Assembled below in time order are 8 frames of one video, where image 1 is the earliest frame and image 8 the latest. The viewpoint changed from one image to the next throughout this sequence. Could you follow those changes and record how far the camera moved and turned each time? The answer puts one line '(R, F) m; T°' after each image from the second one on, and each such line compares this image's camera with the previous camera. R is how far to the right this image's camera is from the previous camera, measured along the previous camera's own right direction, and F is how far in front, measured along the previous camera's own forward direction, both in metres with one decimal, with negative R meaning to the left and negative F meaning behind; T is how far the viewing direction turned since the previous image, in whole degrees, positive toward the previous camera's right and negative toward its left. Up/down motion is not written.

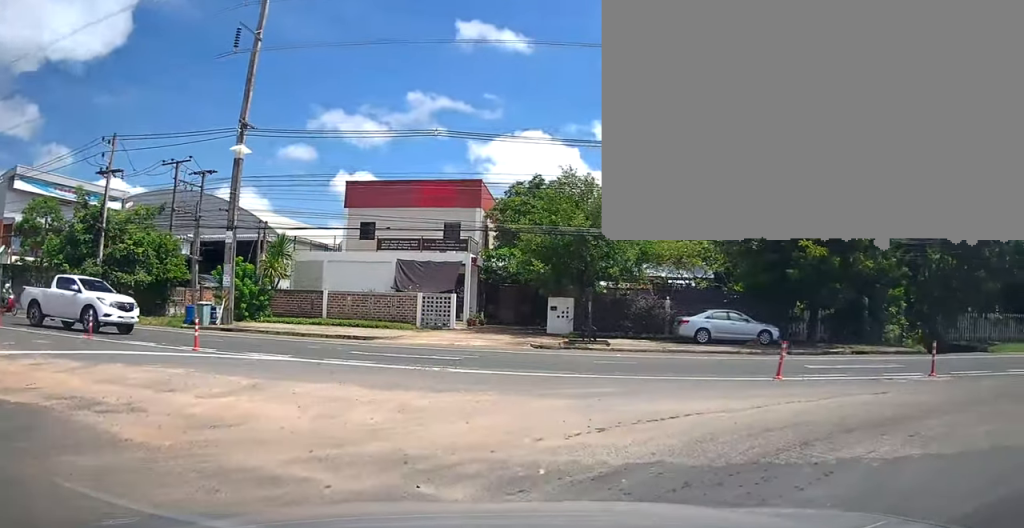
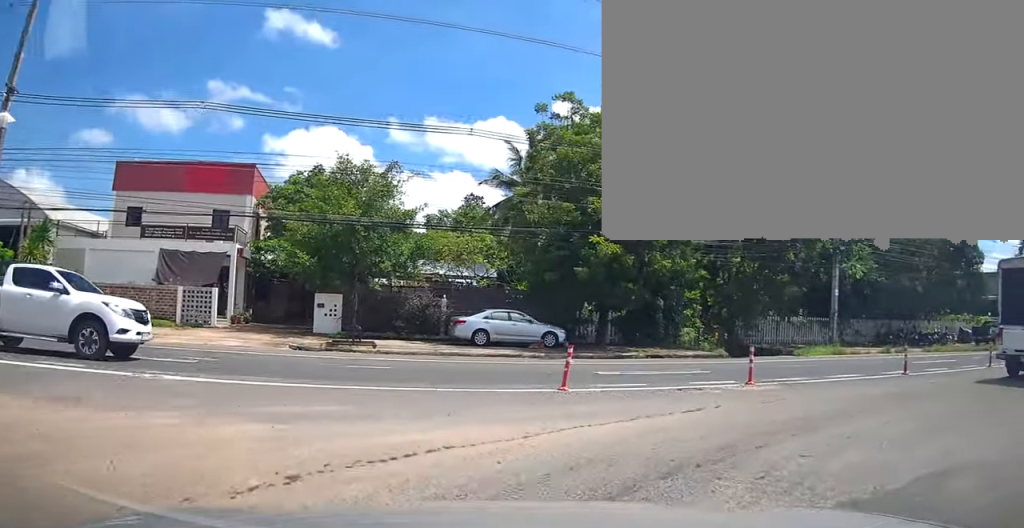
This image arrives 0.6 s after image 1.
(+0.5, +1.7) m; +24°
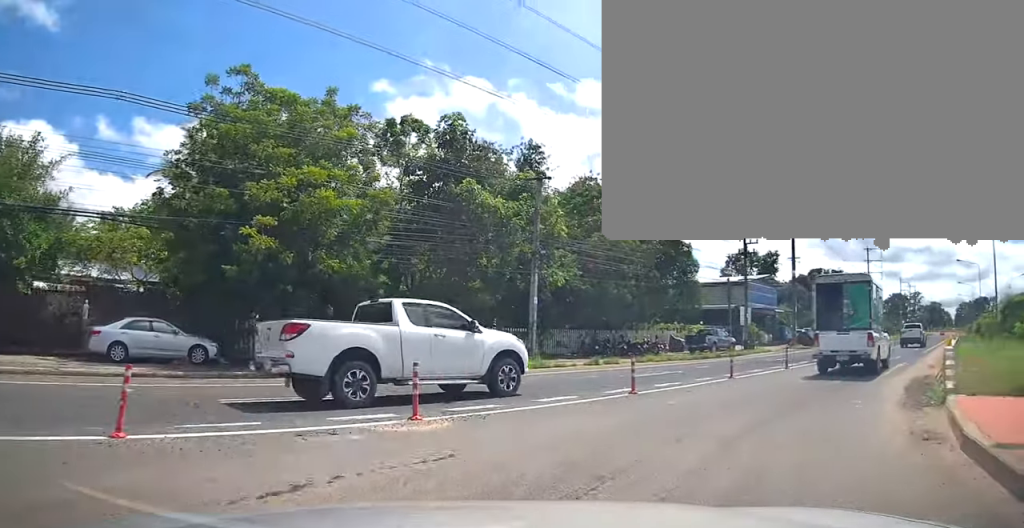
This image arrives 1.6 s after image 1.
(+1.0, +2.9) m; +27°
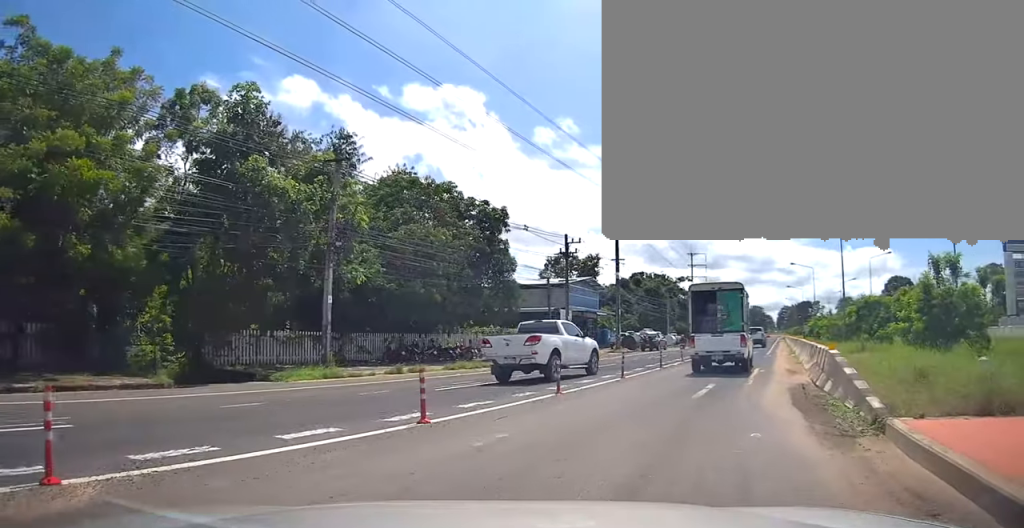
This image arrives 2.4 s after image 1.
(+0.5, +3.3) m; +14°
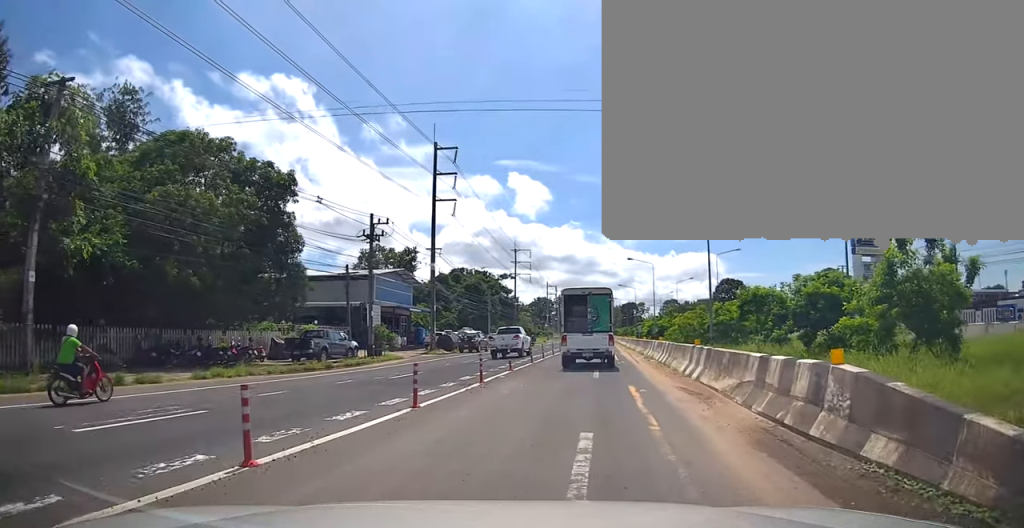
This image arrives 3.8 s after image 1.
(+1.2, +6.8) m; +20°
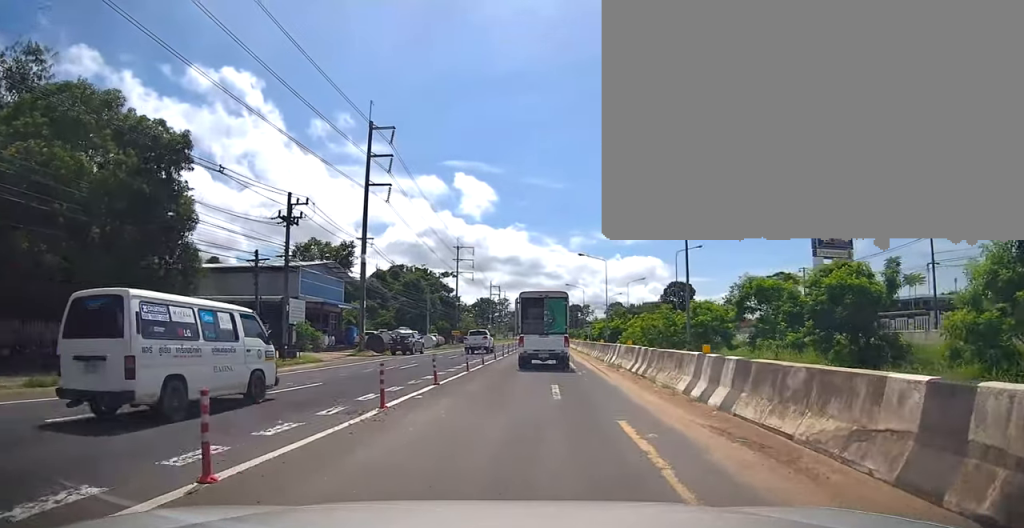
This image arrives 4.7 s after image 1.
(+0.4, +5.2) m; +6°
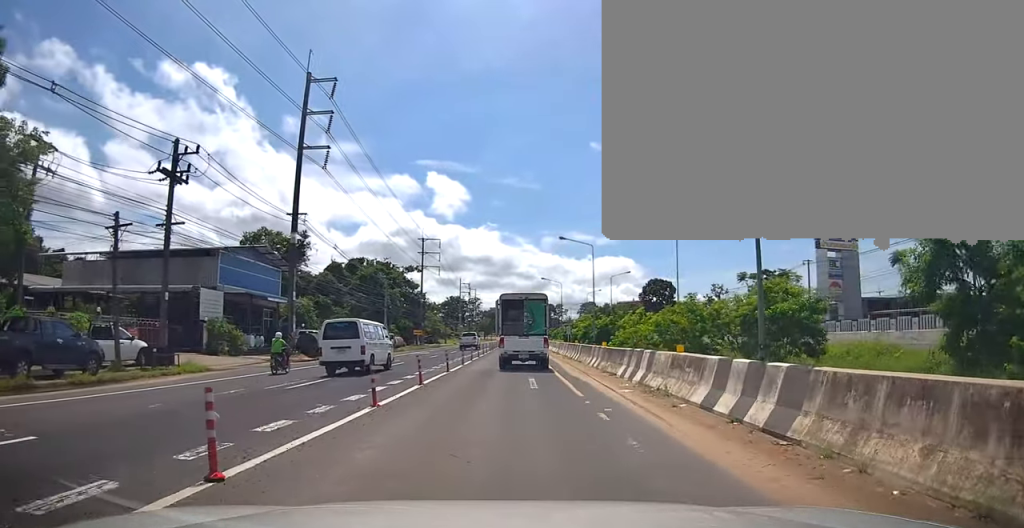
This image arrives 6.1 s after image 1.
(+0.2, +9.2) m; 0°
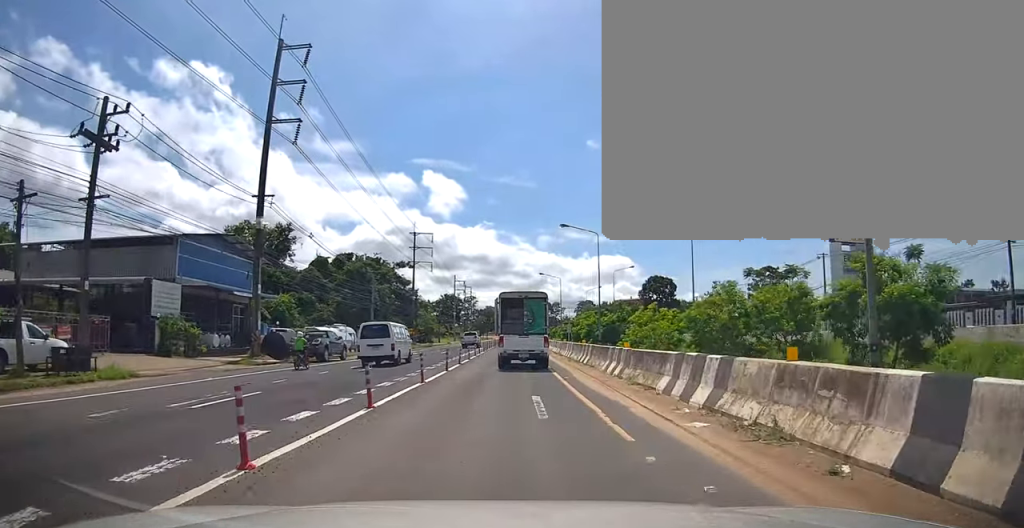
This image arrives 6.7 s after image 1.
(-0.2, +4.8) m; -1°
